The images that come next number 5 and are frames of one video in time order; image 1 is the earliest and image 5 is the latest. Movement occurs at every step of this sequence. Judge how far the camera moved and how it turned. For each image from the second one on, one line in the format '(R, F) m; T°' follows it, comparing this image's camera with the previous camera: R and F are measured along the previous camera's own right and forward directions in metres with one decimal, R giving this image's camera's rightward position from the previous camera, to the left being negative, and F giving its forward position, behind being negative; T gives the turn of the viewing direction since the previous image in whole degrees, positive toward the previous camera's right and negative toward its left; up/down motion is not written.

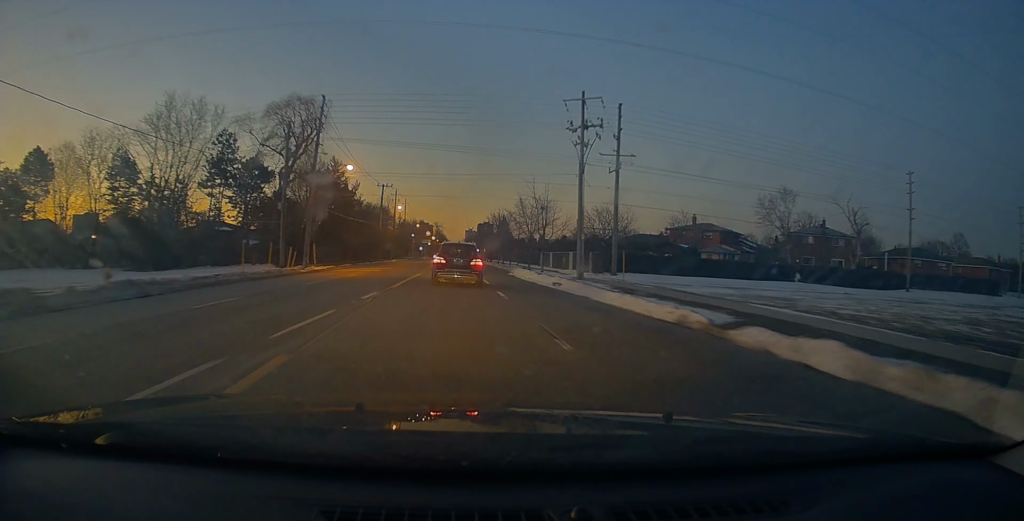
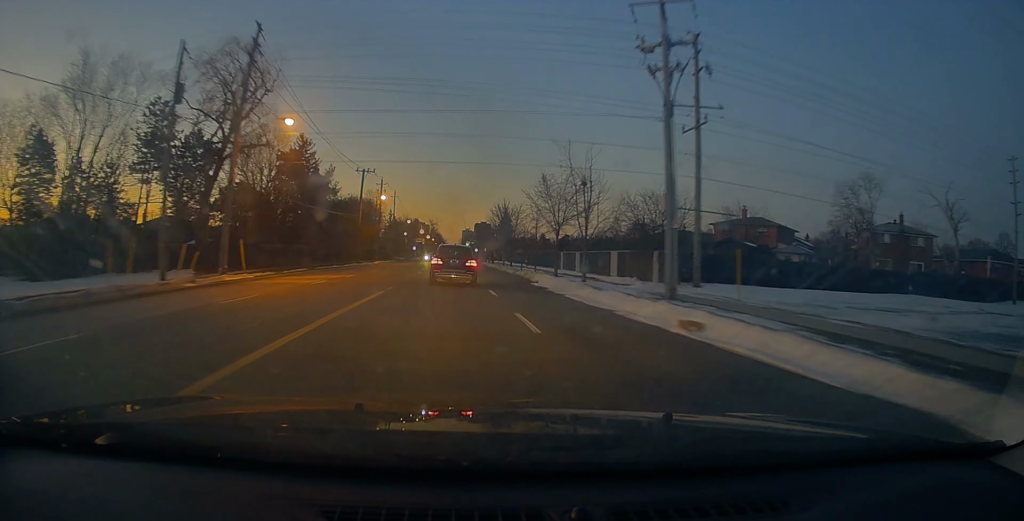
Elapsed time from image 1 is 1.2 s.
(-0.8, +16.6) m; -3°
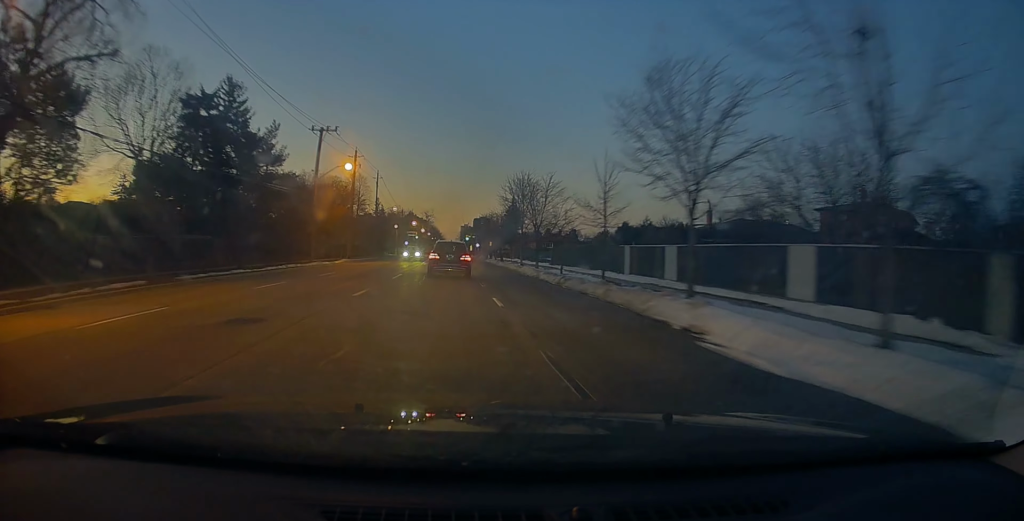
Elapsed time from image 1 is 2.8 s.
(+0.7, +23.3) m; +3°
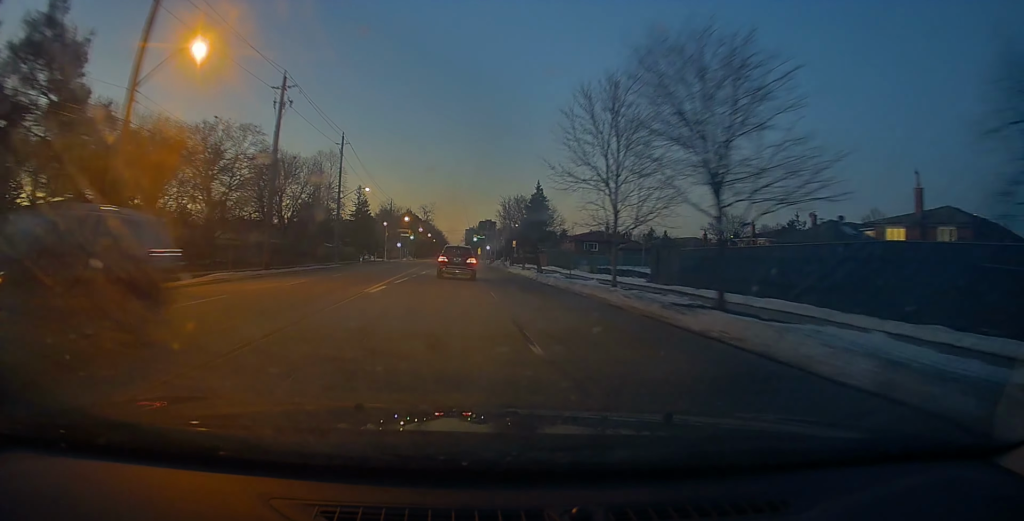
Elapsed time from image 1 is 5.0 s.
(-0.2, +32.5) m; -1°
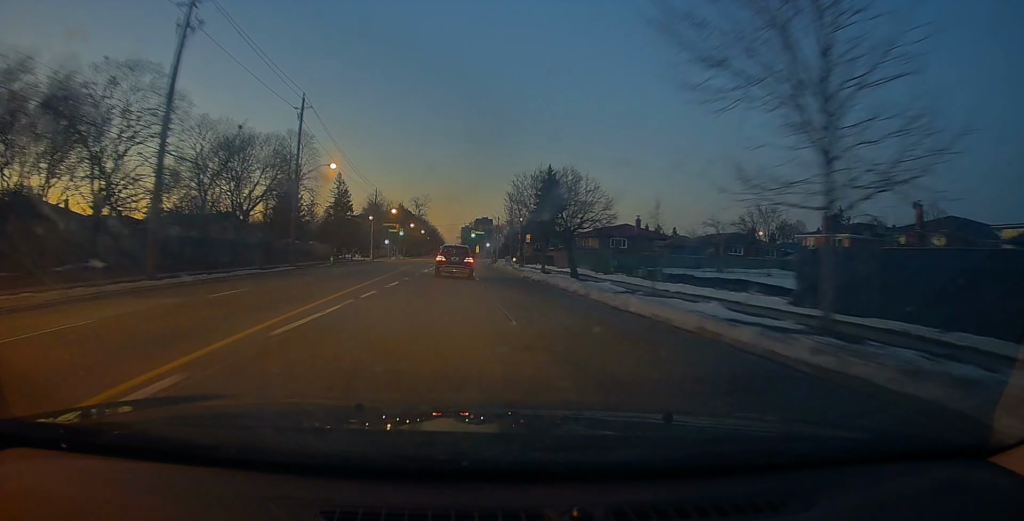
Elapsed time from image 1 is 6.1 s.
(0.0, +15.4) m; +1°
